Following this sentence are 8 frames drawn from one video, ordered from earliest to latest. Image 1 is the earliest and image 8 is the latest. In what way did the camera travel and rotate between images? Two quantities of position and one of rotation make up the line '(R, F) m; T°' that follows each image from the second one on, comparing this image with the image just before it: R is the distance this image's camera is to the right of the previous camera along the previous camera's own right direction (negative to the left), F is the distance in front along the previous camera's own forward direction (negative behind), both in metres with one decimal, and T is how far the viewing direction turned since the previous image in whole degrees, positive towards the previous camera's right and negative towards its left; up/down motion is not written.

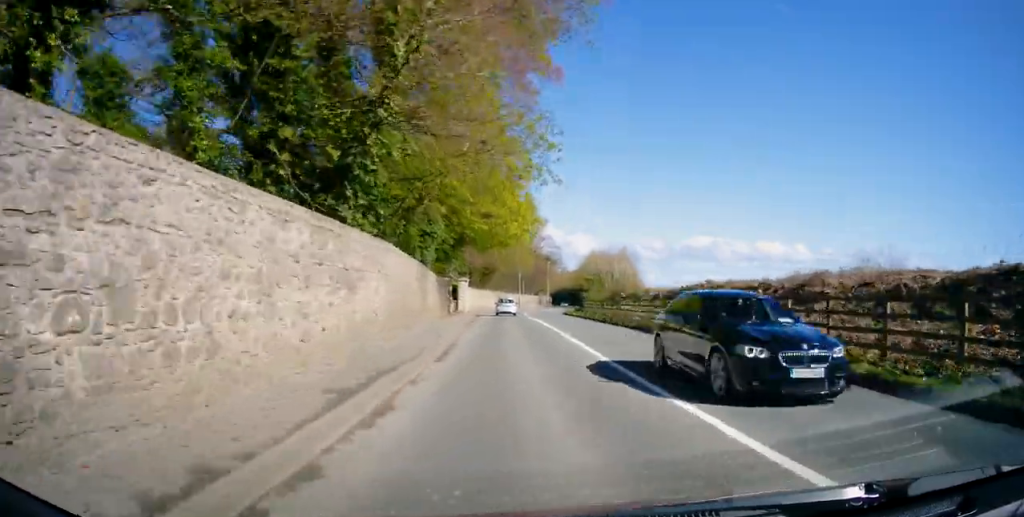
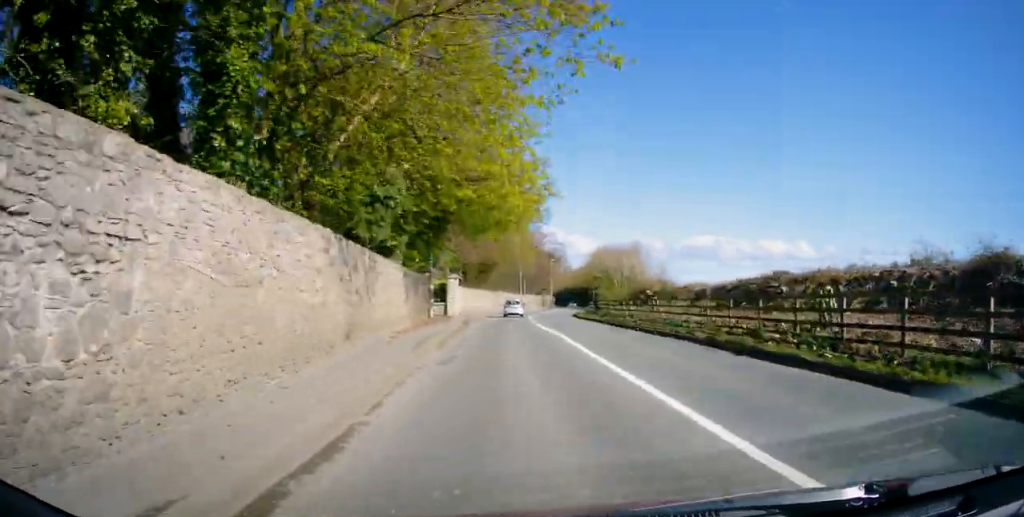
(0.0, +10.0) m; 0°
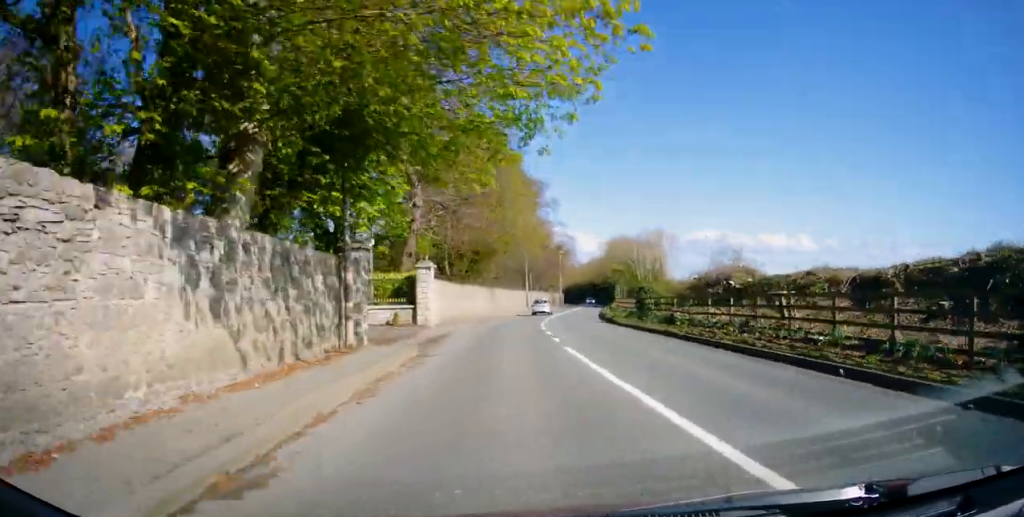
(0.0, +16.2) m; 0°
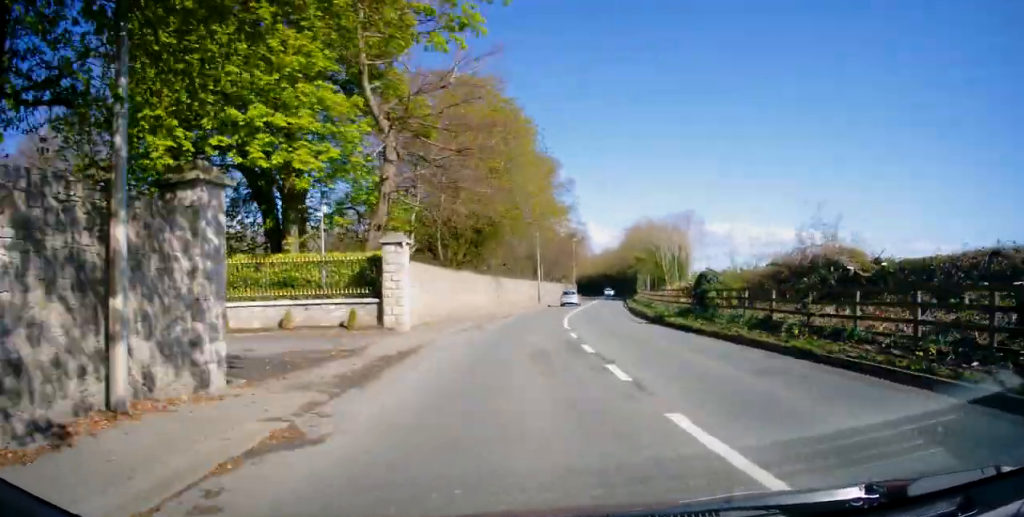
(0.0, +9.8) m; 0°
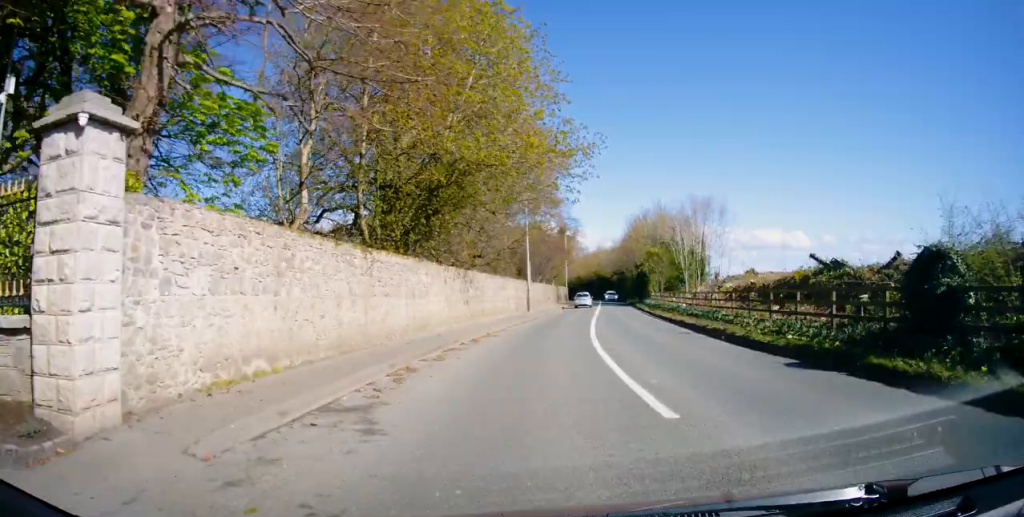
(0.0, +15.8) m; +1°
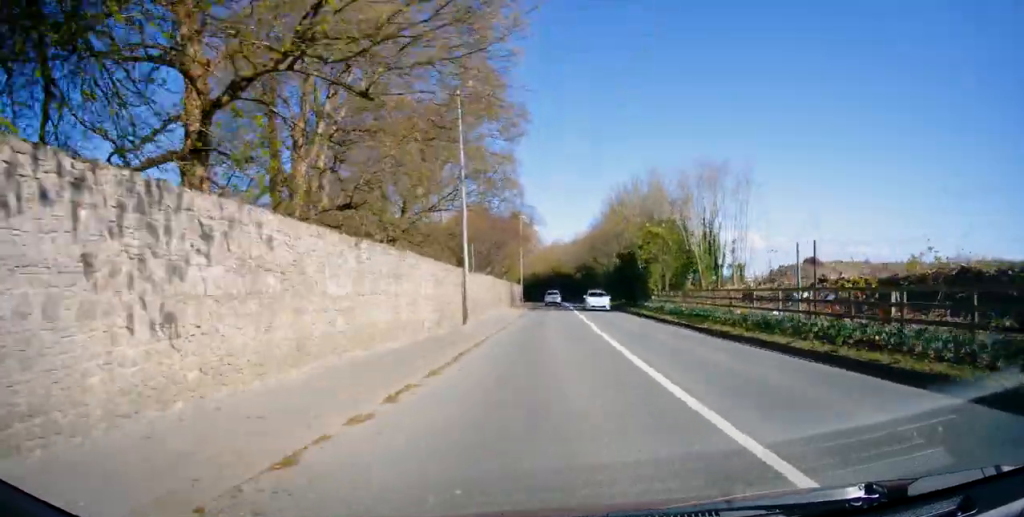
(+0.6, +19.9) m; +4°
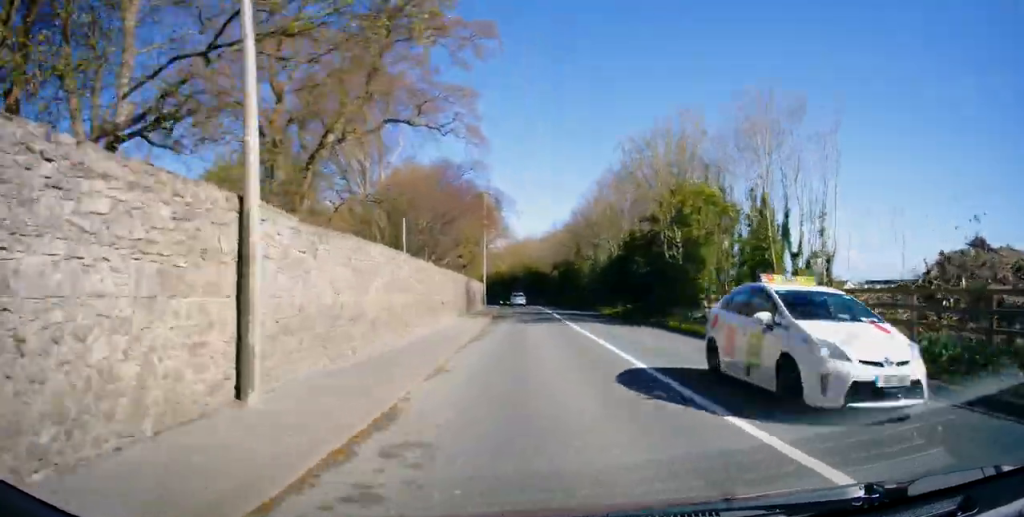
(+0.3, +17.1) m; +3°
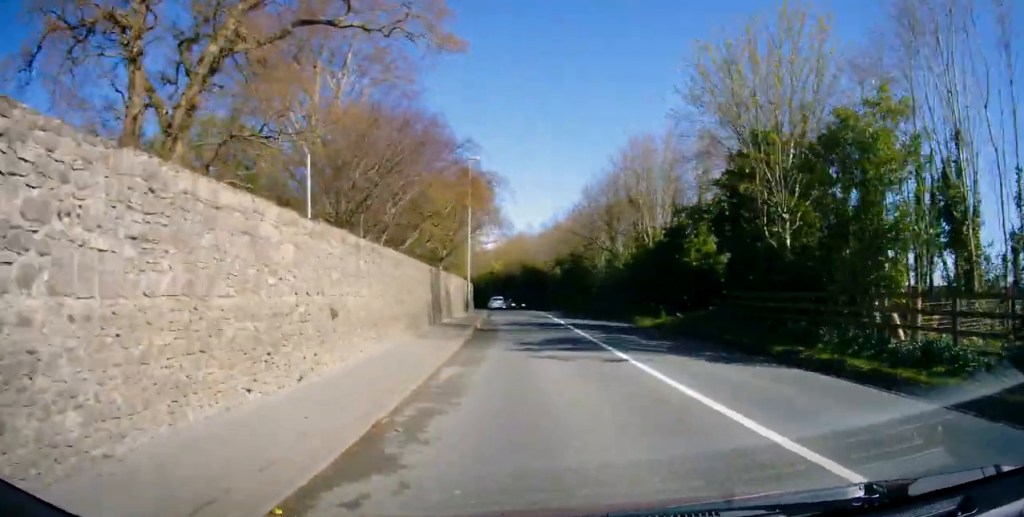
(+0.3, +13.1) m; +2°
